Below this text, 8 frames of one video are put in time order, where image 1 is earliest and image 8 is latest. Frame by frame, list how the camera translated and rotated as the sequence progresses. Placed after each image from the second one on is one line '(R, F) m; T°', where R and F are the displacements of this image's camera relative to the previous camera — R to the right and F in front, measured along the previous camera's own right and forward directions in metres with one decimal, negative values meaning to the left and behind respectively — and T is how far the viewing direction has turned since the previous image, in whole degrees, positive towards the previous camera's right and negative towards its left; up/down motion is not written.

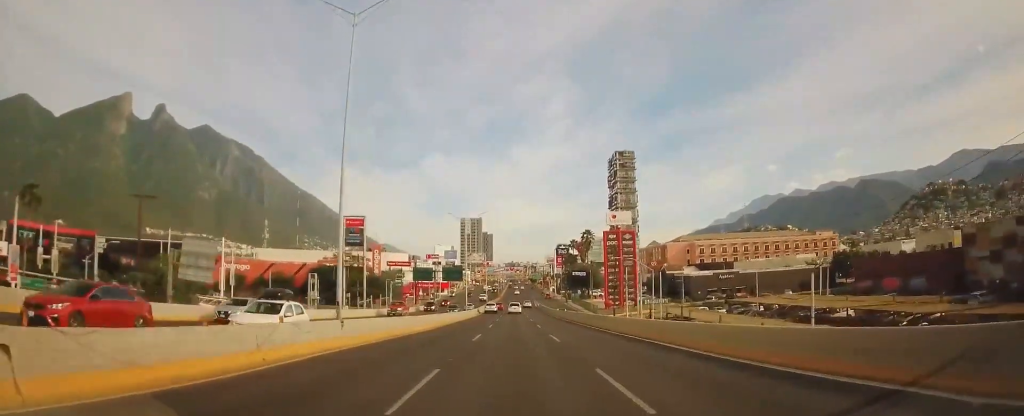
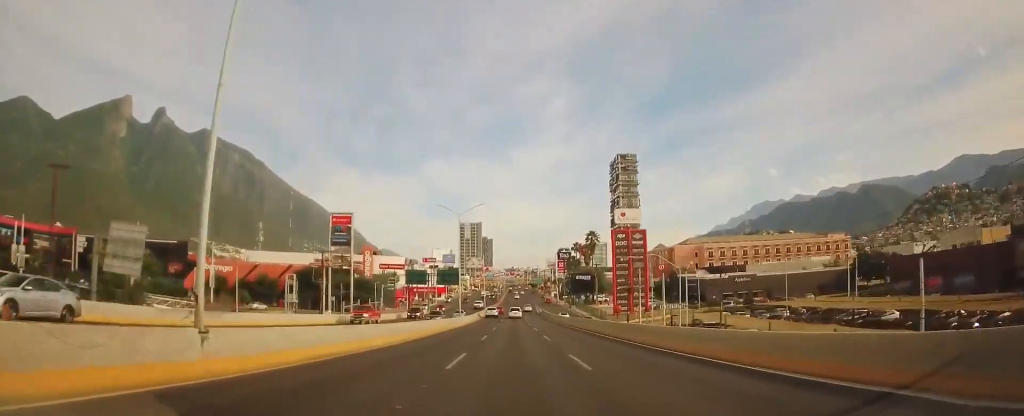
(+0.1, +9.0) m; +1°
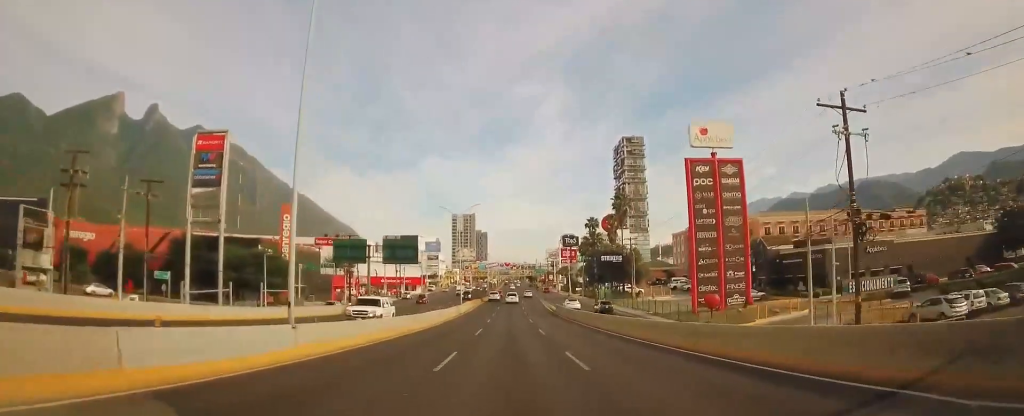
(+0.8, +46.1) m; +1°
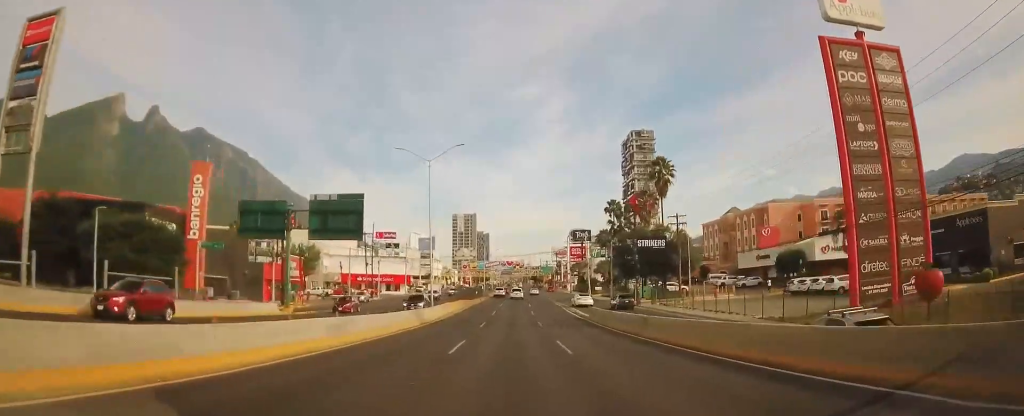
(-0.3, +26.7) m; -1°
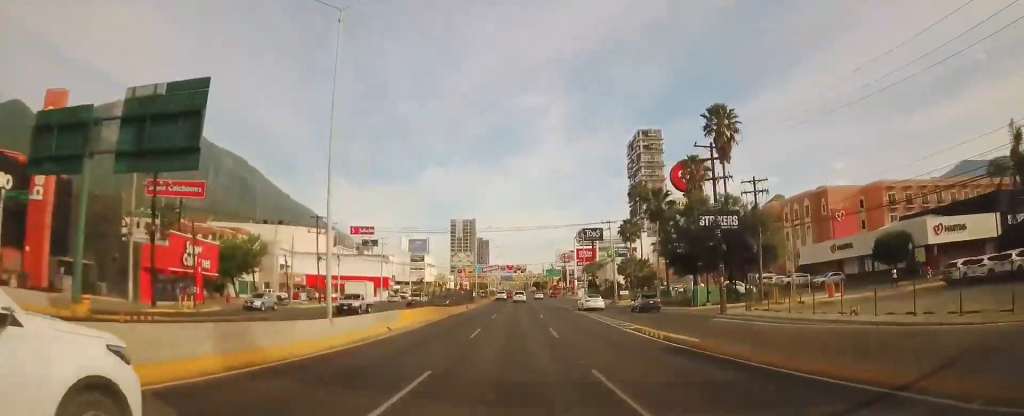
(0.0, +23.8) m; 0°
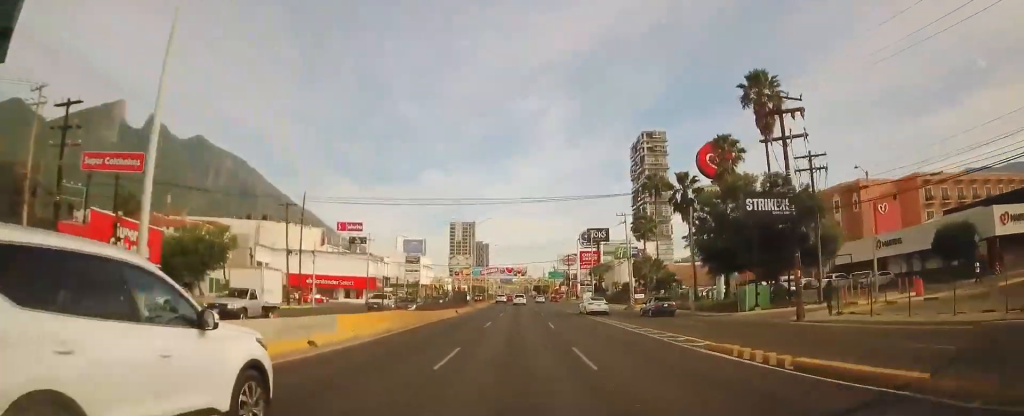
(0.0, +10.0) m; 0°
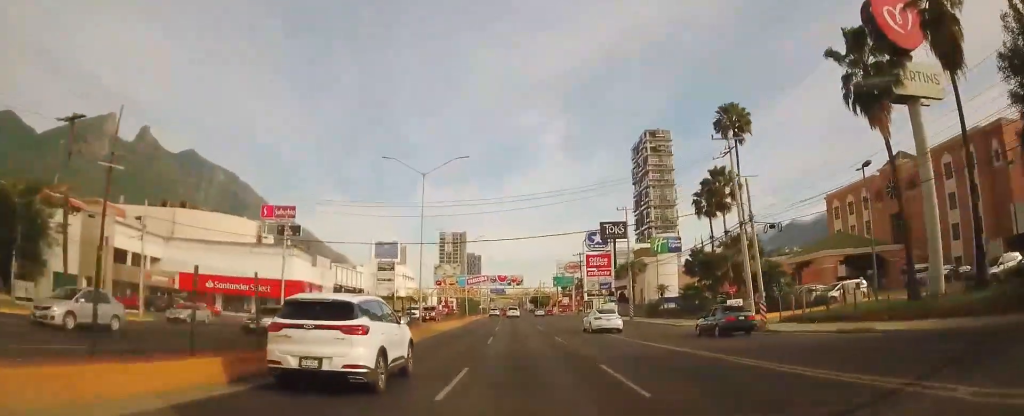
(-0.2, +33.0) m; -1°
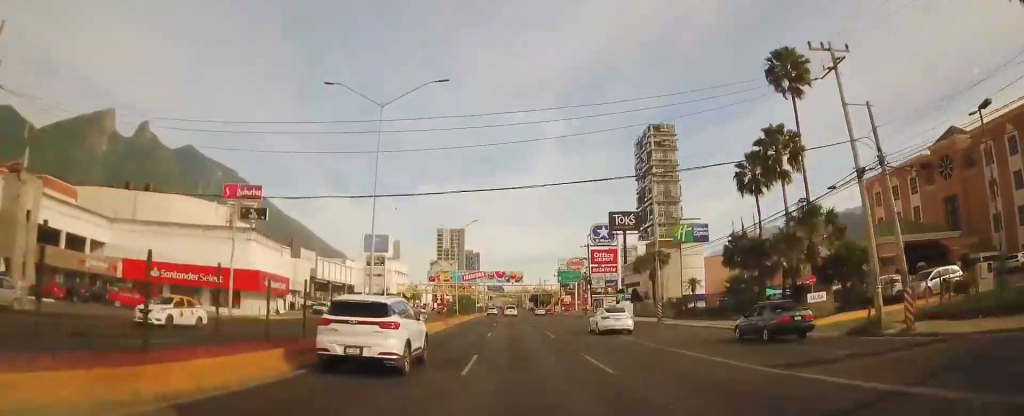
(-0.1, +11.6) m; -1°
